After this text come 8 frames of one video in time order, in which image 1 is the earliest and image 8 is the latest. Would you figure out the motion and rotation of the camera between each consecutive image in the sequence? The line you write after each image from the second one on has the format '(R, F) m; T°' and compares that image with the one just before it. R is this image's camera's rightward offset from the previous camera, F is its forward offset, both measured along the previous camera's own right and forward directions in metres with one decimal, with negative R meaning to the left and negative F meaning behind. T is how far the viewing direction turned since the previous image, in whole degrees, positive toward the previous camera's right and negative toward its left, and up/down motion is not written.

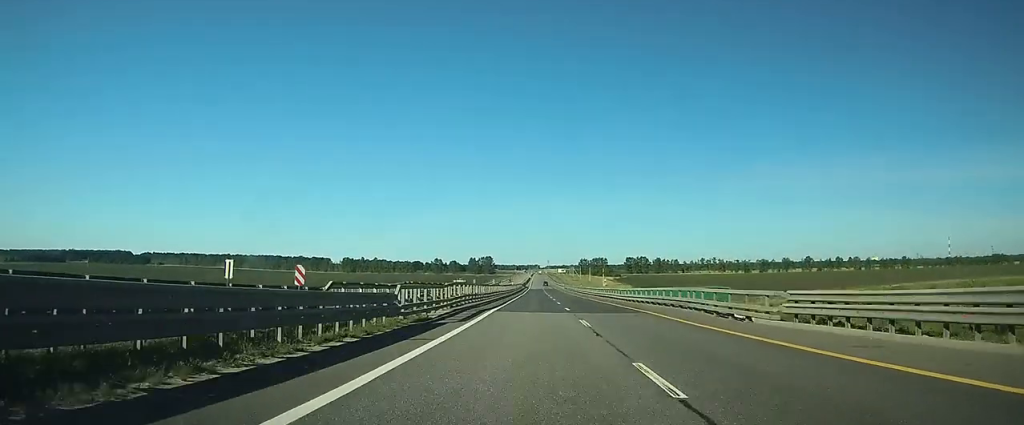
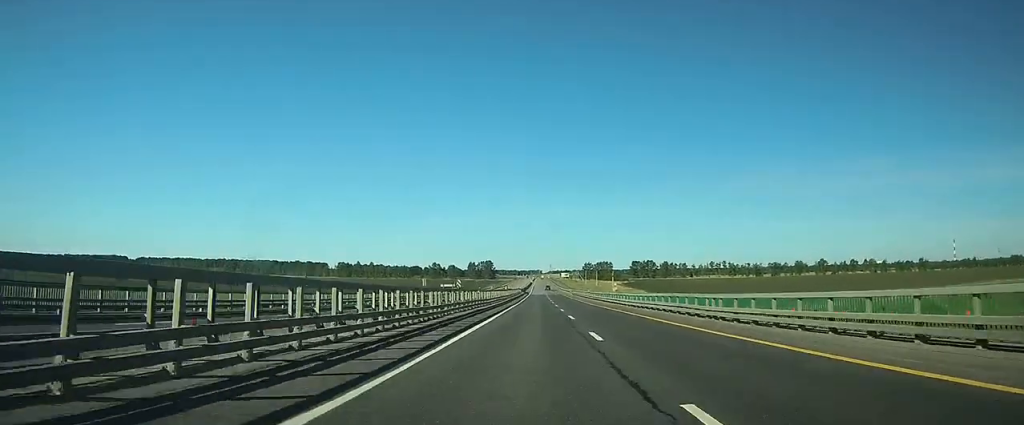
(-0.1, +27.4) m; 0°
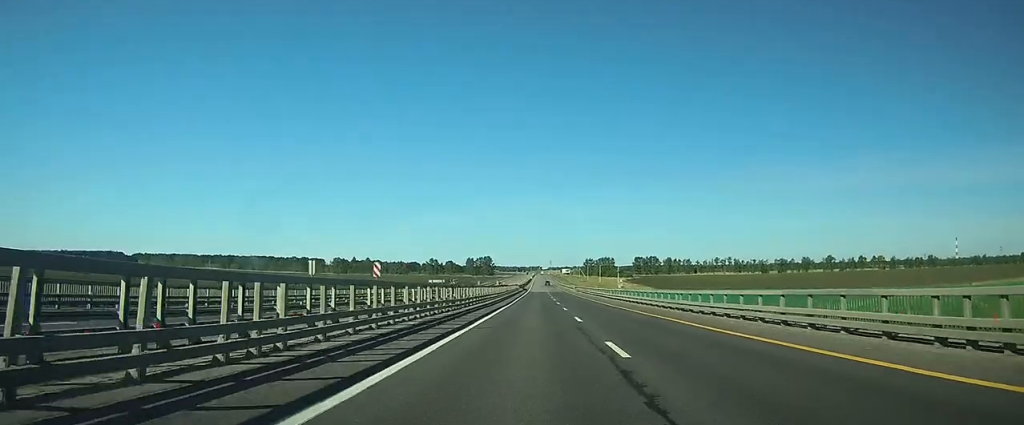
(0.0, +16.8) m; 0°
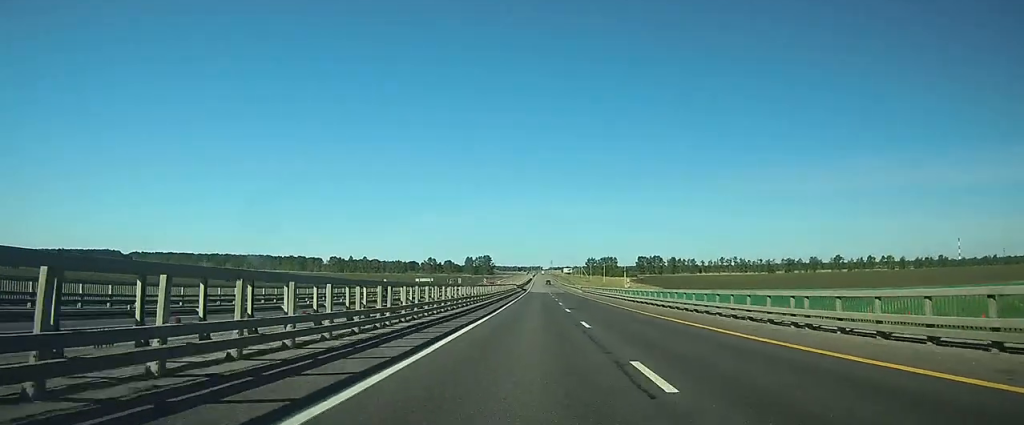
(0.0, +15.7) m; 0°
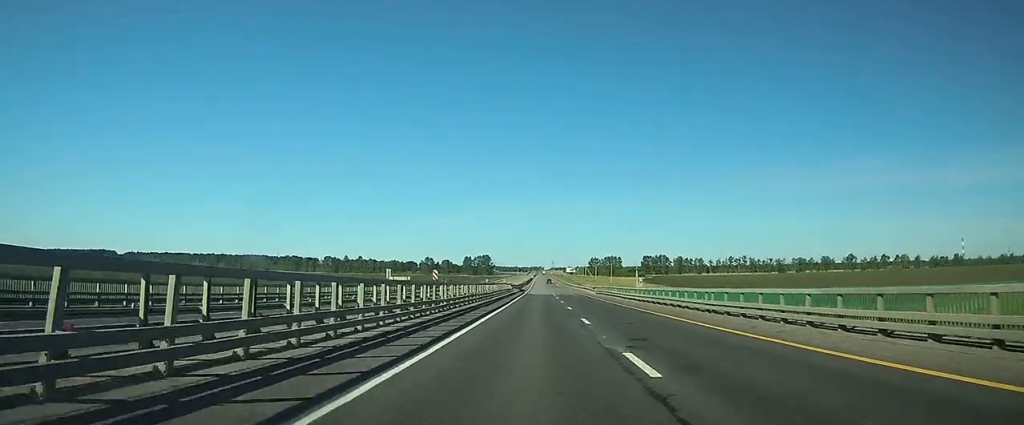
(-0.1, +23.0) m; 0°
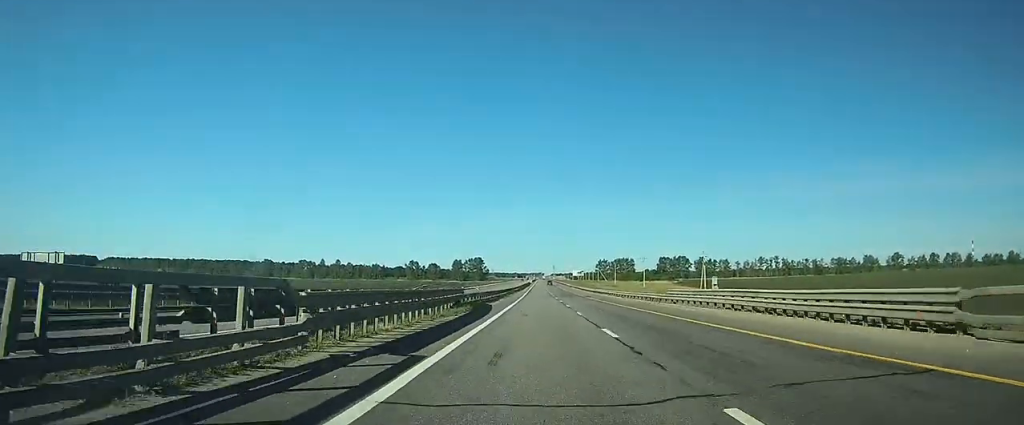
(+0.4, +76.1) m; 0°
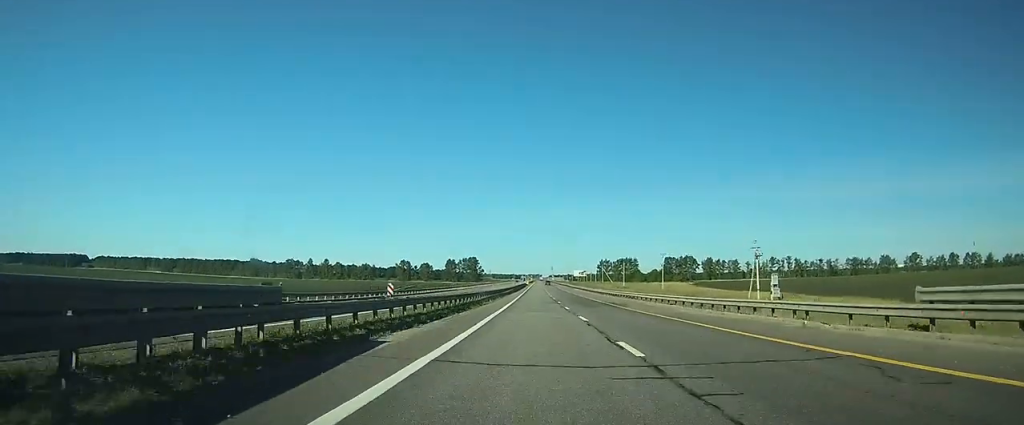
(0.0, +28.0) m; 0°
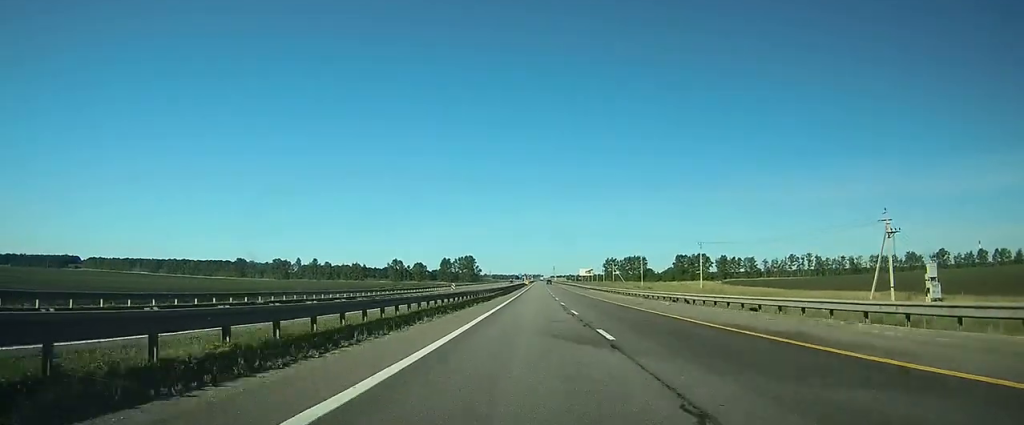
(0.0, +33.1) m; 0°
